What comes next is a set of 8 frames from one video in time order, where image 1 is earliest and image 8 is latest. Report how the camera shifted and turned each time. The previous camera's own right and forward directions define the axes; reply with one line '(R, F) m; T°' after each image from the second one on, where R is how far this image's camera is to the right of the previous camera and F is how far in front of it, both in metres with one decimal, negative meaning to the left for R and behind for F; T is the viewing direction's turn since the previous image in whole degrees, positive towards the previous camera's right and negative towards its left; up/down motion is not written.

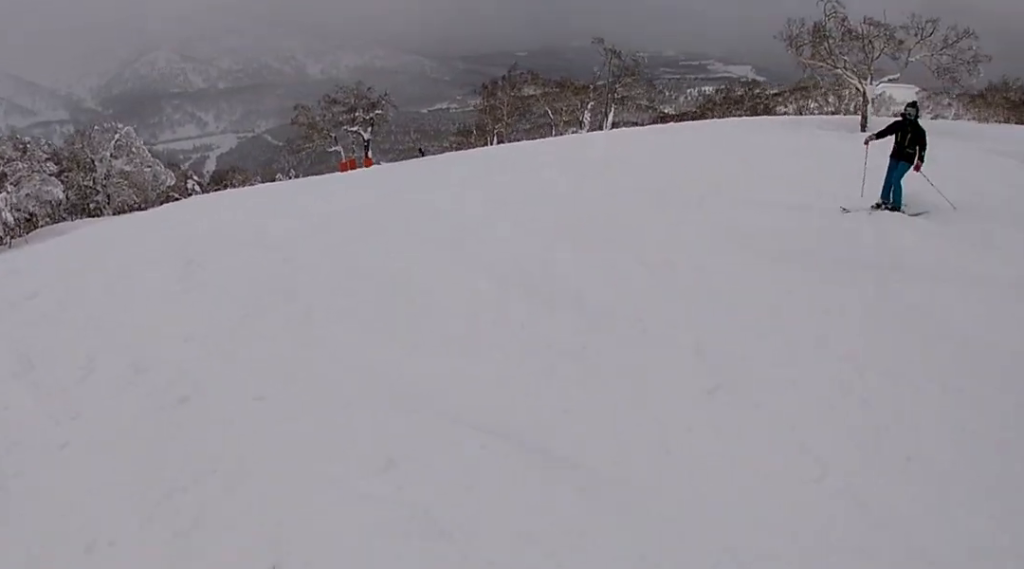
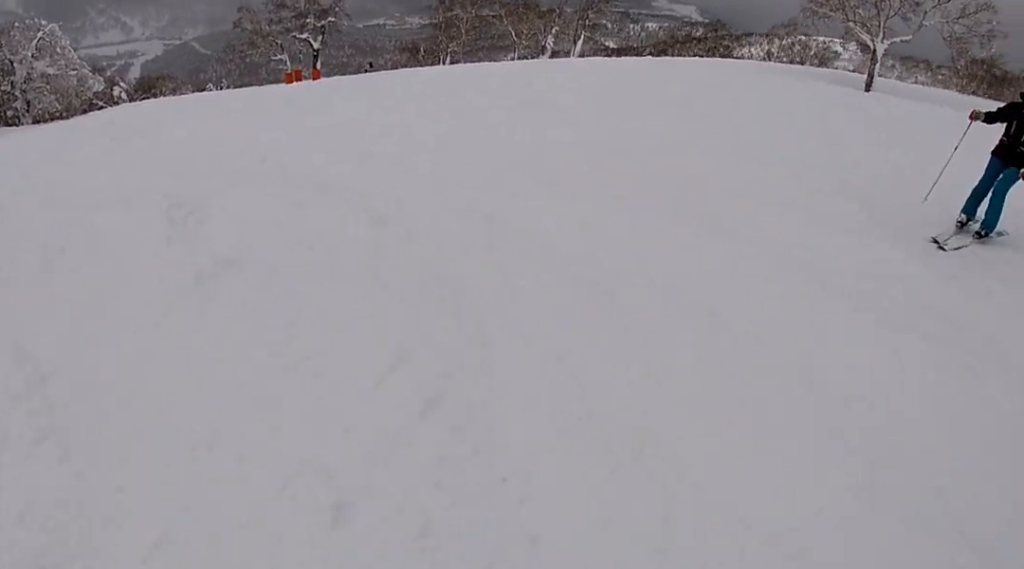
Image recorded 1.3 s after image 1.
(+1.4, +3.8) m; +36°
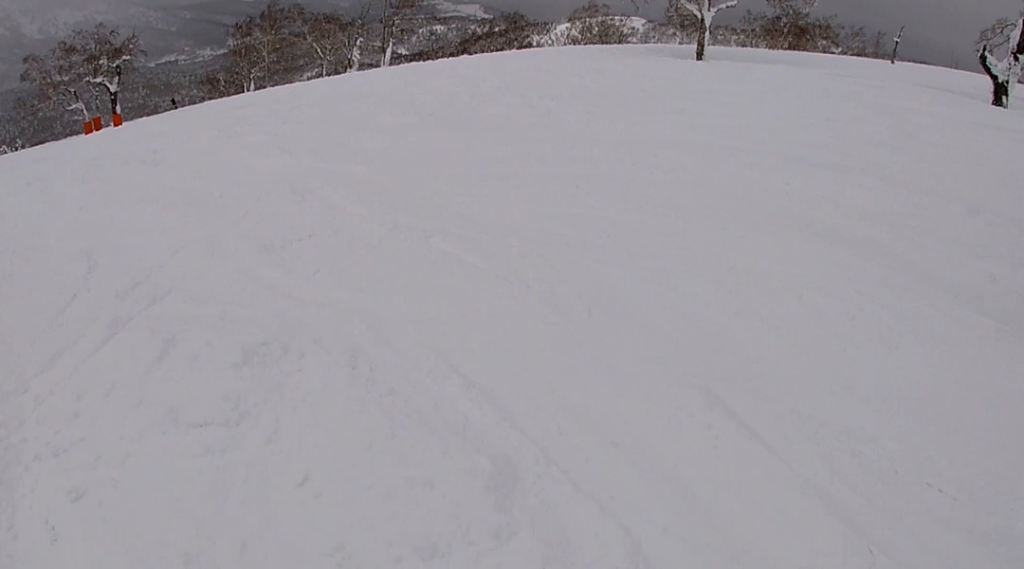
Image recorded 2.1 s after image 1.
(+0.5, +3.3) m; +18°
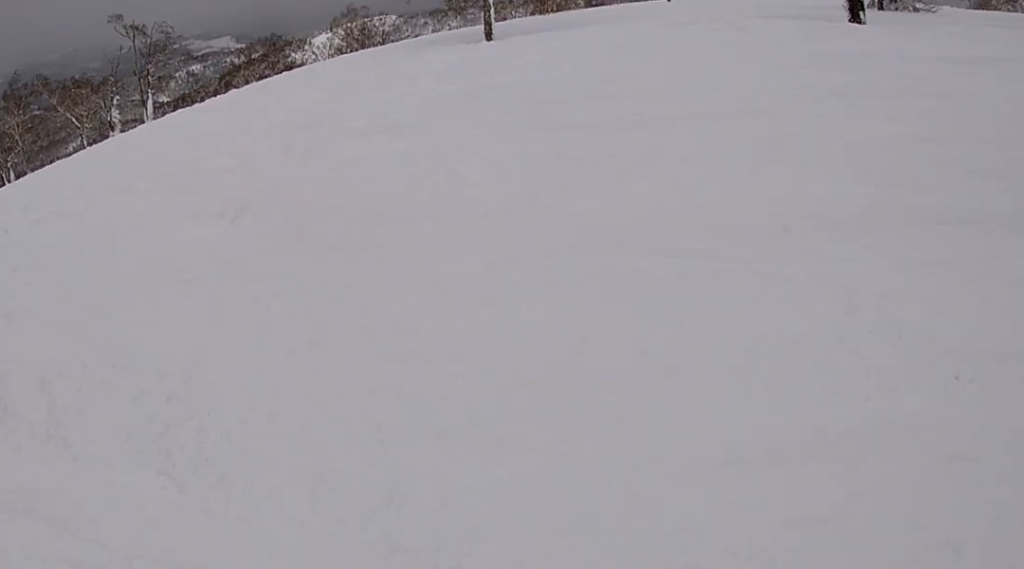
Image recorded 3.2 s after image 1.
(+0.9, +4.6) m; +15°
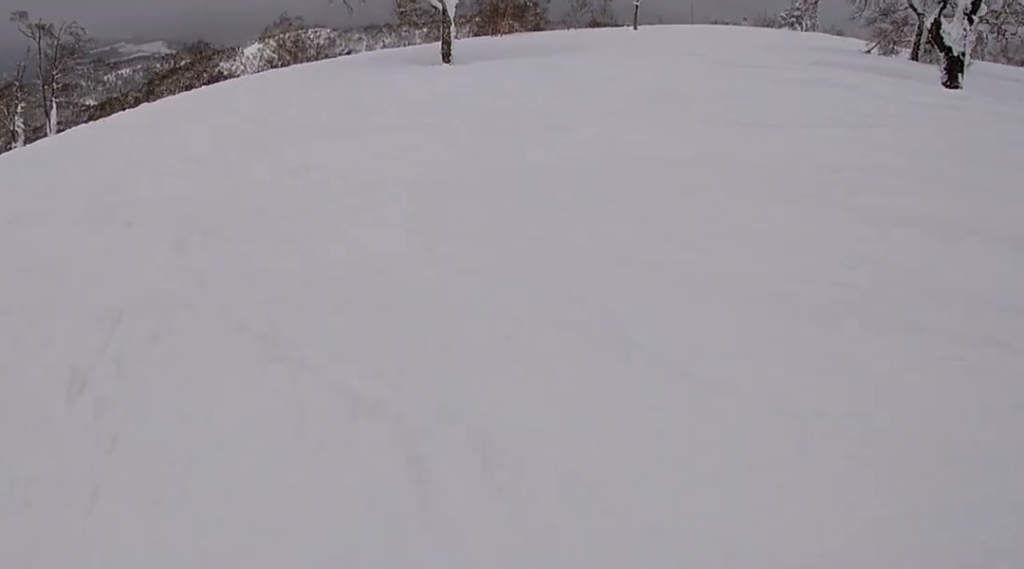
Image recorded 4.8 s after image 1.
(+0.7, +6.8) m; +14°
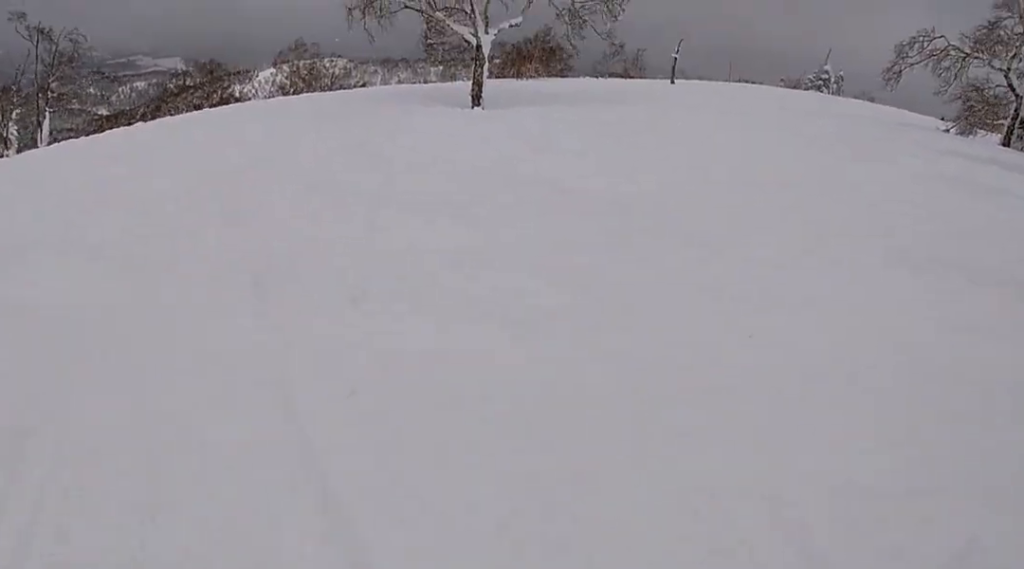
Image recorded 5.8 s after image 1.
(+0.5, +4.3) m; +7°
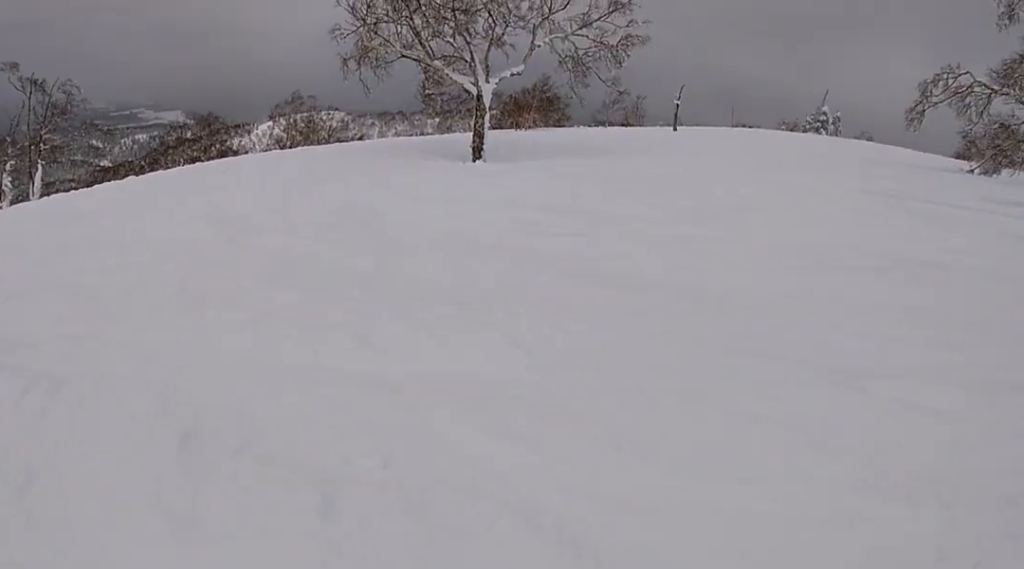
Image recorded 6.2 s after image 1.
(+0.1, +1.8) m; 0°
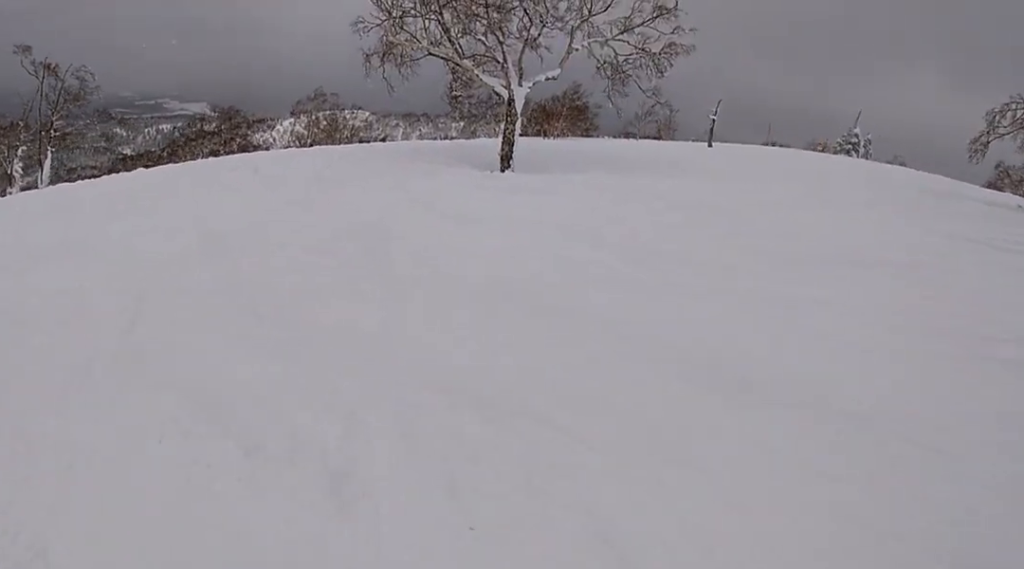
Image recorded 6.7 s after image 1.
(0.0, +2.1) m; -3°
